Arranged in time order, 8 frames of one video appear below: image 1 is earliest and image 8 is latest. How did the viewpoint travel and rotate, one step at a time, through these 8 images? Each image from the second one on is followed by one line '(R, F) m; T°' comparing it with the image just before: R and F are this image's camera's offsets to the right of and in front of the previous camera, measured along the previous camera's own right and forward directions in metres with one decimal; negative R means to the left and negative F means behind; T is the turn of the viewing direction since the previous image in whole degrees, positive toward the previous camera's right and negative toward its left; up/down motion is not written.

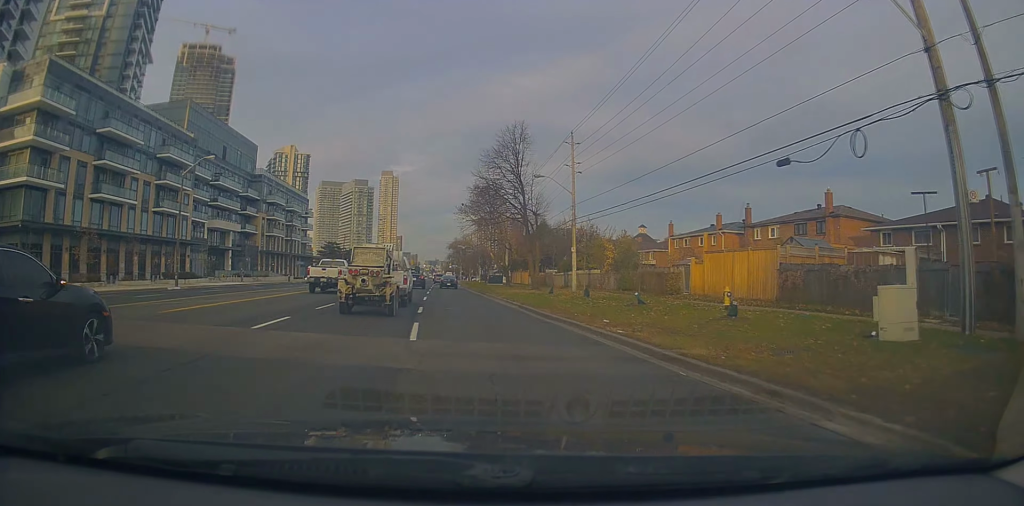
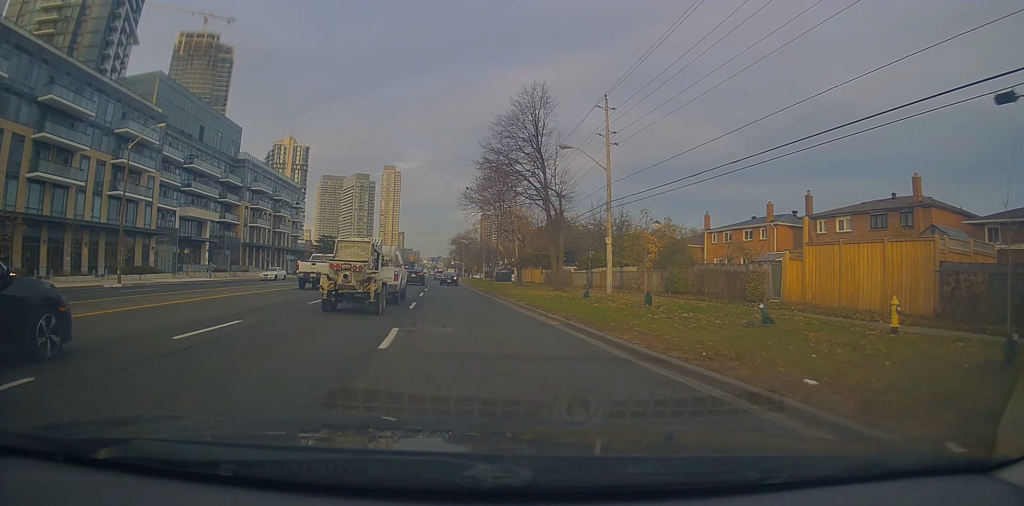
(0.0, +9.6) m; 0°
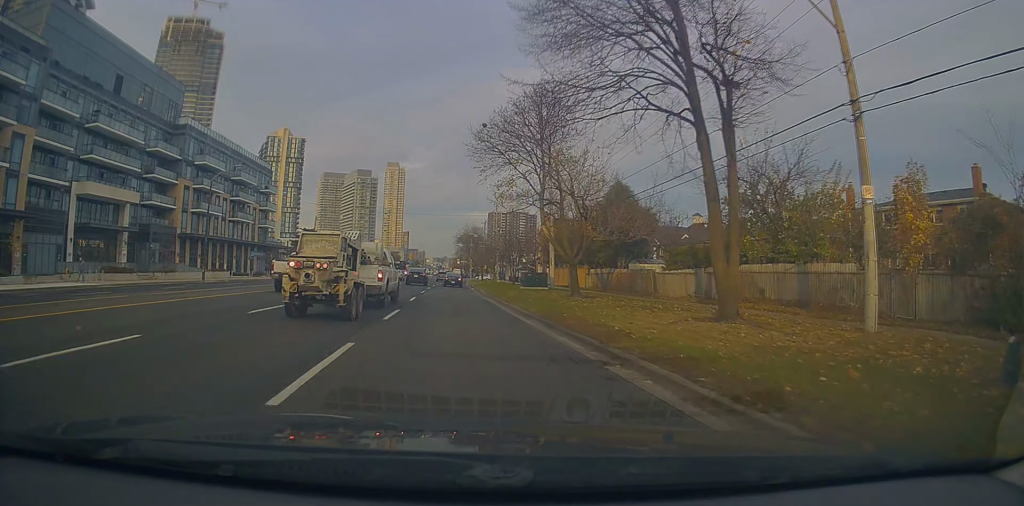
(-0.1, +24.0) m; 0°
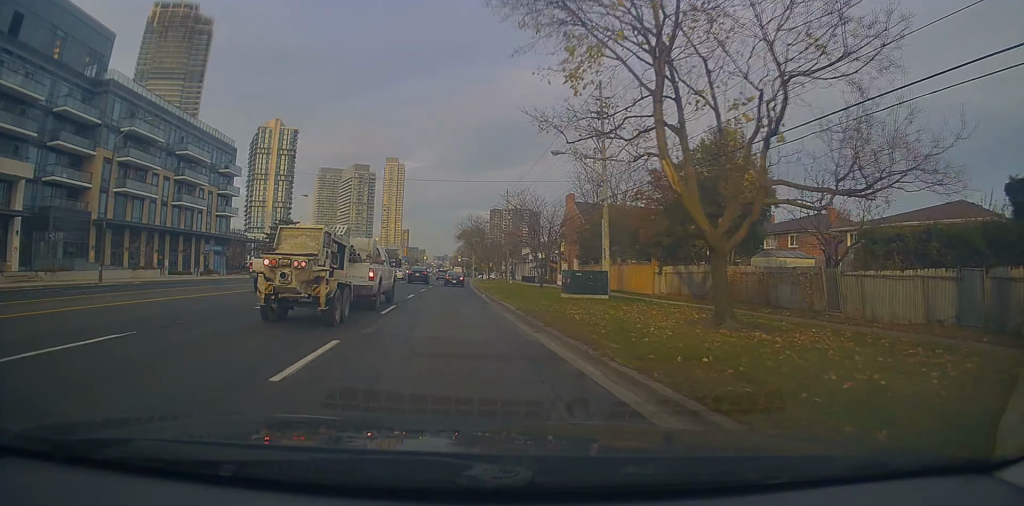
(0.0, +18.9) m; 0°
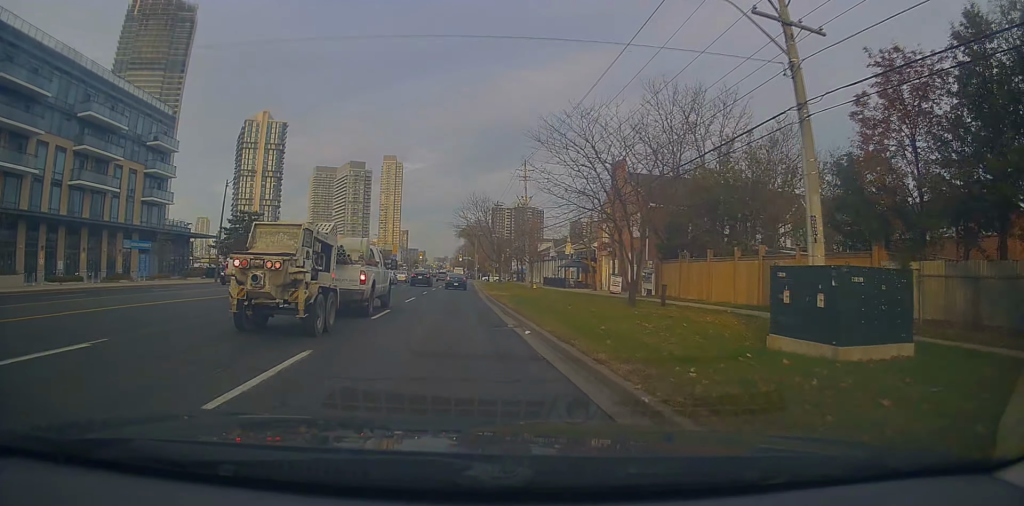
(0.0, +21.4) m; 0°
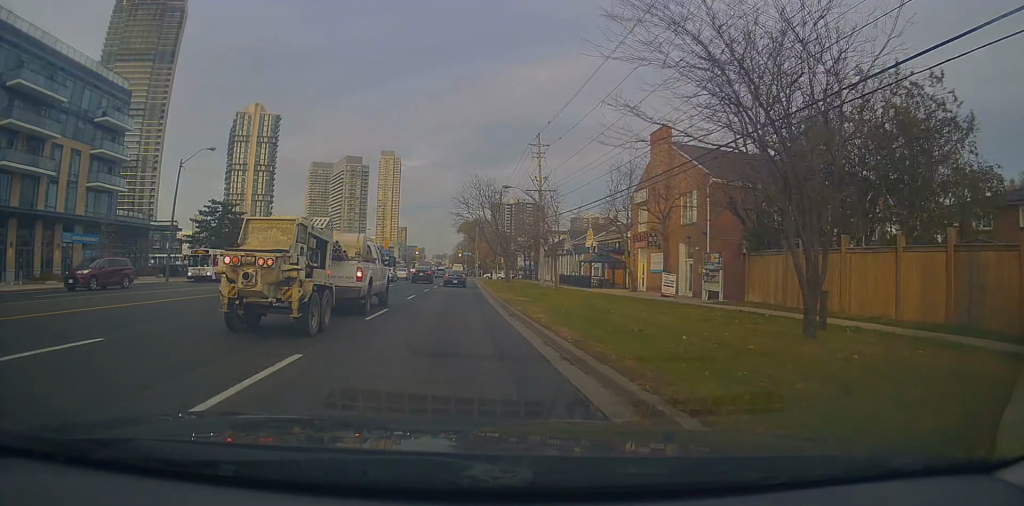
(0.0, +11.2) m; 0°
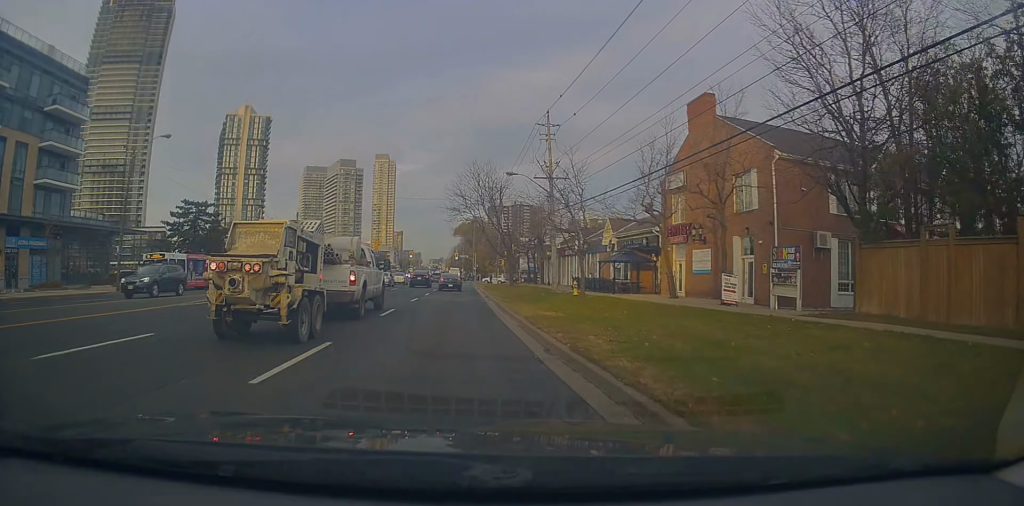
(0.0, +7.5) m; 0°
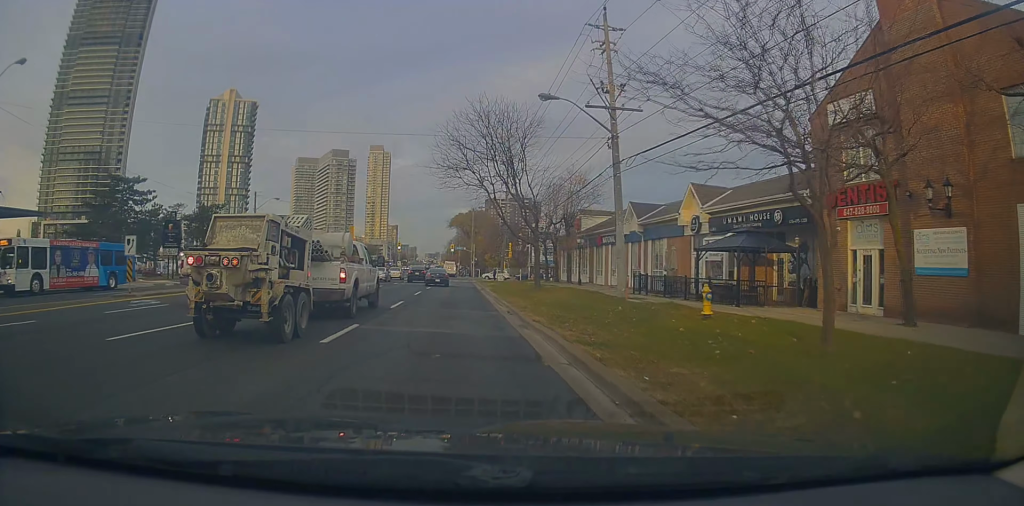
(0.0, +18.2) m; -1°
